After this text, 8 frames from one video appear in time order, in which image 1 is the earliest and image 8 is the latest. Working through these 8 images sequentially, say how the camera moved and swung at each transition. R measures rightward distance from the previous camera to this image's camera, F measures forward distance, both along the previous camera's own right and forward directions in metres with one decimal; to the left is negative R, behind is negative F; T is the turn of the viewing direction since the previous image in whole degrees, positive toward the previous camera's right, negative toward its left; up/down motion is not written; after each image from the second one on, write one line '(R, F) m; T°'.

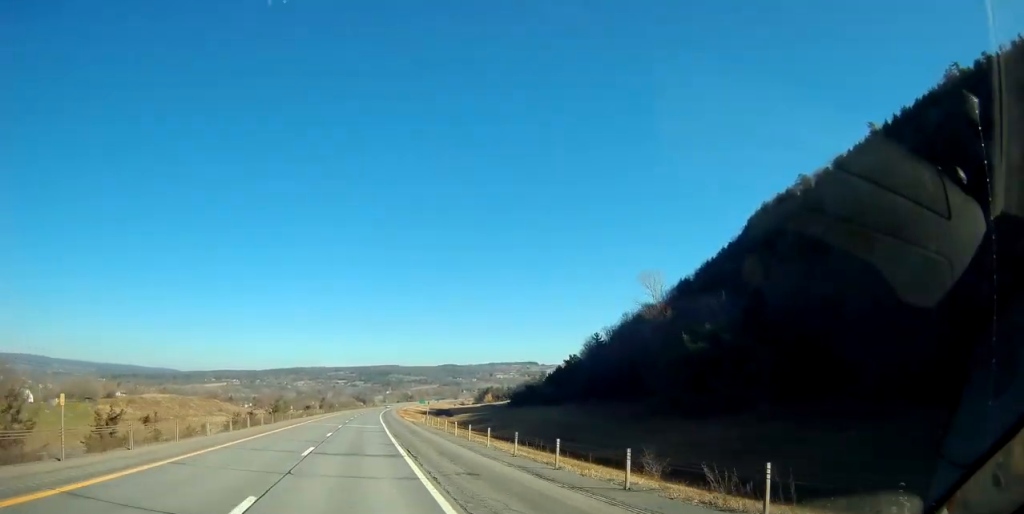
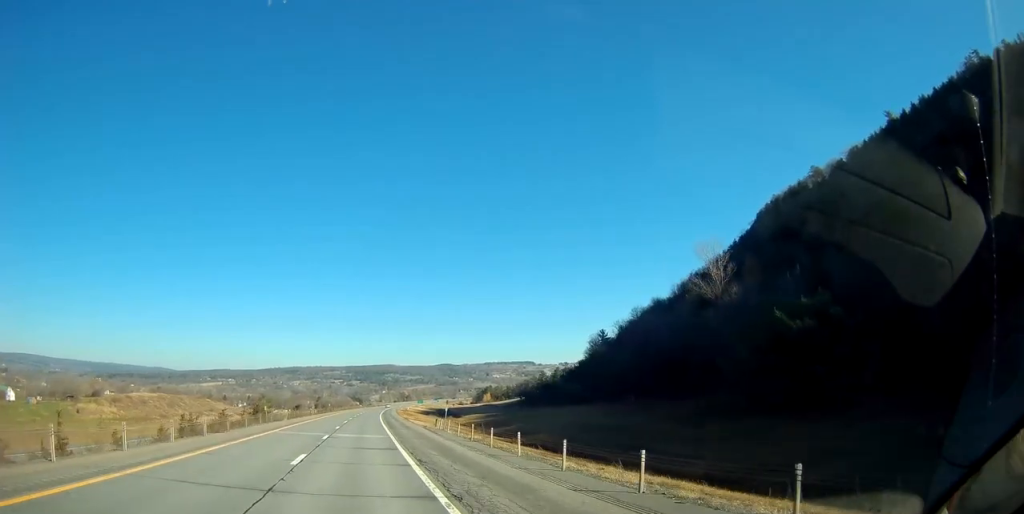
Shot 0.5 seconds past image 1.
(+0.1, +16.1) m; +1°
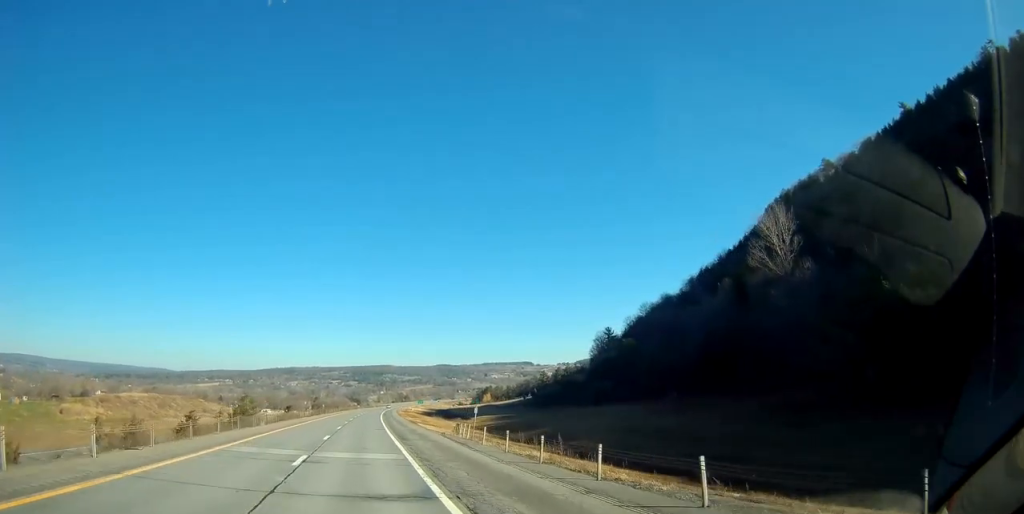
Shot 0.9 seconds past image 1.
(+0.1, +13.5) m; 0°
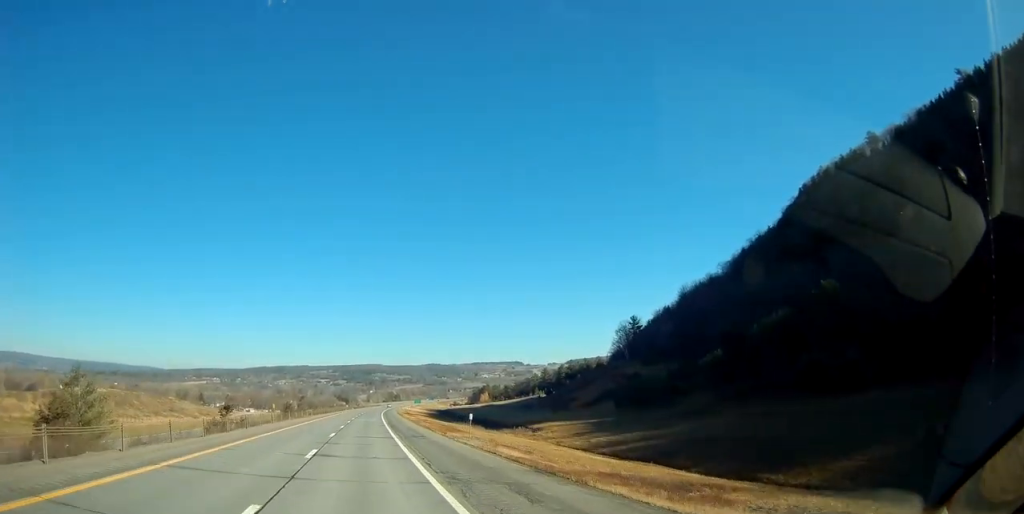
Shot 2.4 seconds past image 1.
(+0.3, +51.3) m; +1°
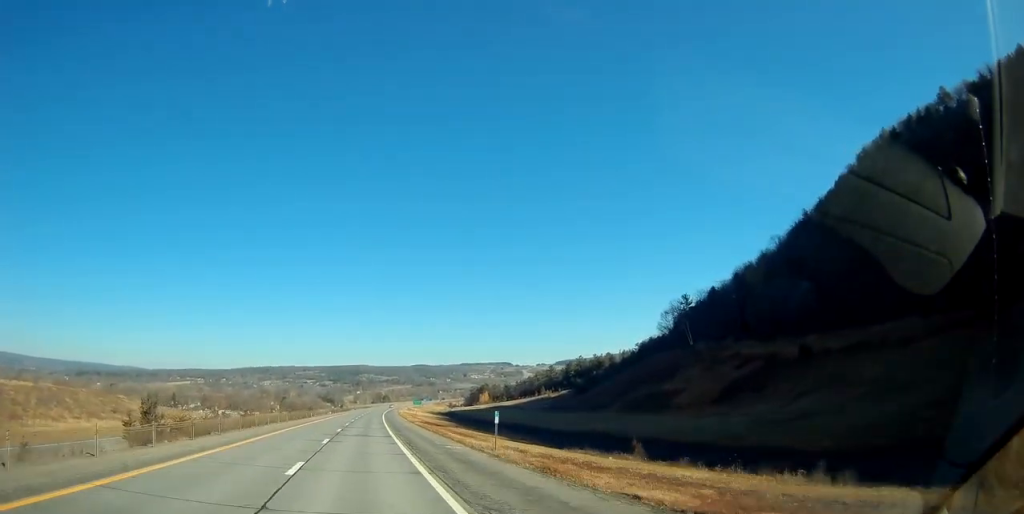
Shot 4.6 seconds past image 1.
(+0.8, +64.0) m; +1°
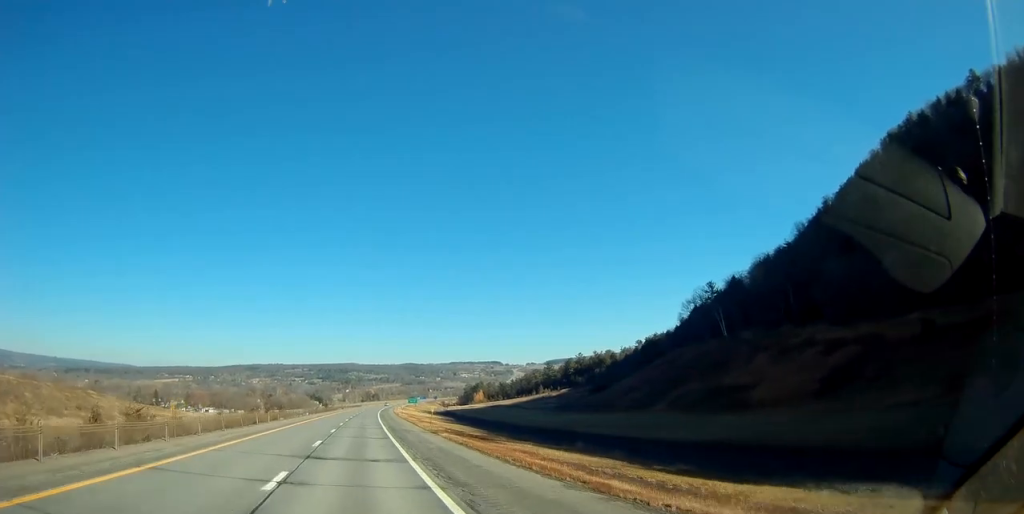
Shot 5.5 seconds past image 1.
(+0.3, +25.0) m; +1°
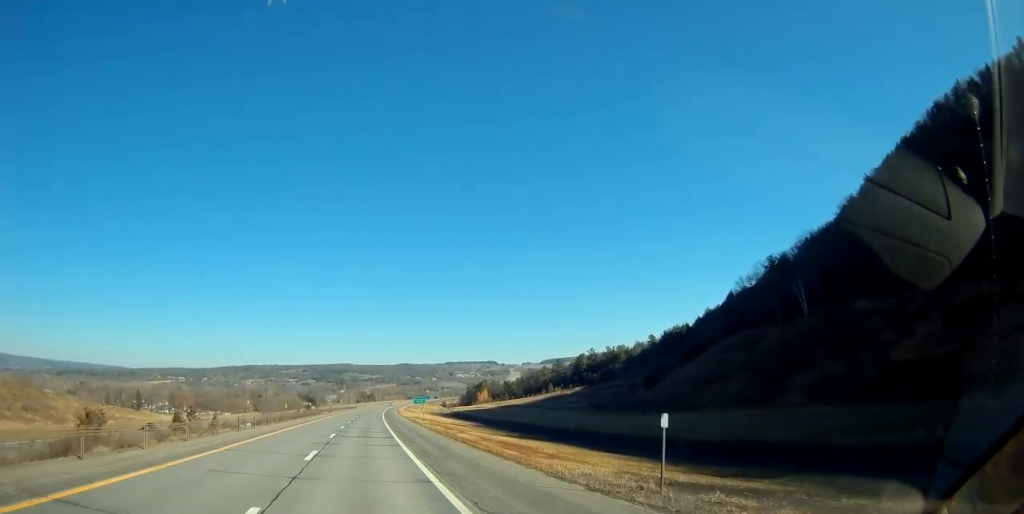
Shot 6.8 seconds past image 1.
(+0.4, +37.5) m; +1°
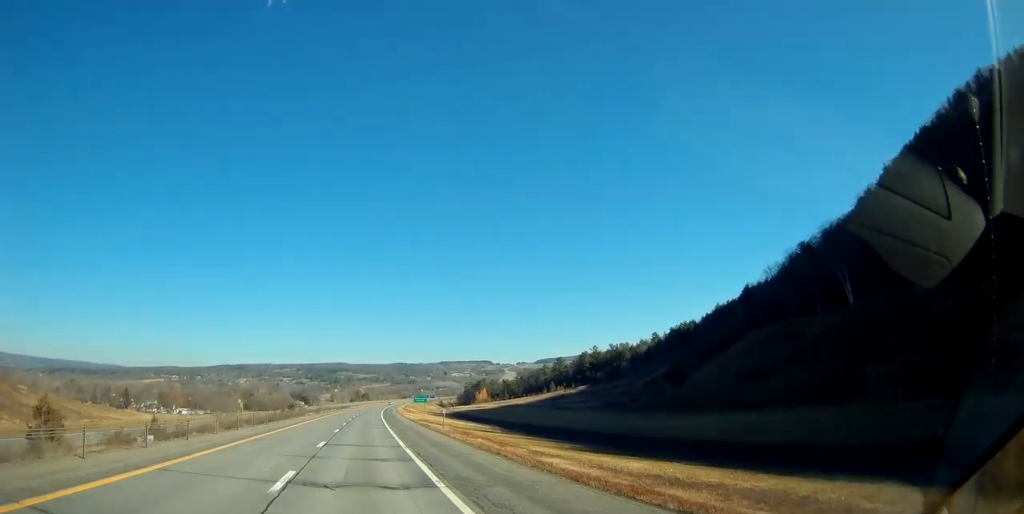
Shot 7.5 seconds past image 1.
(0.0, +19.8) m; 0°
